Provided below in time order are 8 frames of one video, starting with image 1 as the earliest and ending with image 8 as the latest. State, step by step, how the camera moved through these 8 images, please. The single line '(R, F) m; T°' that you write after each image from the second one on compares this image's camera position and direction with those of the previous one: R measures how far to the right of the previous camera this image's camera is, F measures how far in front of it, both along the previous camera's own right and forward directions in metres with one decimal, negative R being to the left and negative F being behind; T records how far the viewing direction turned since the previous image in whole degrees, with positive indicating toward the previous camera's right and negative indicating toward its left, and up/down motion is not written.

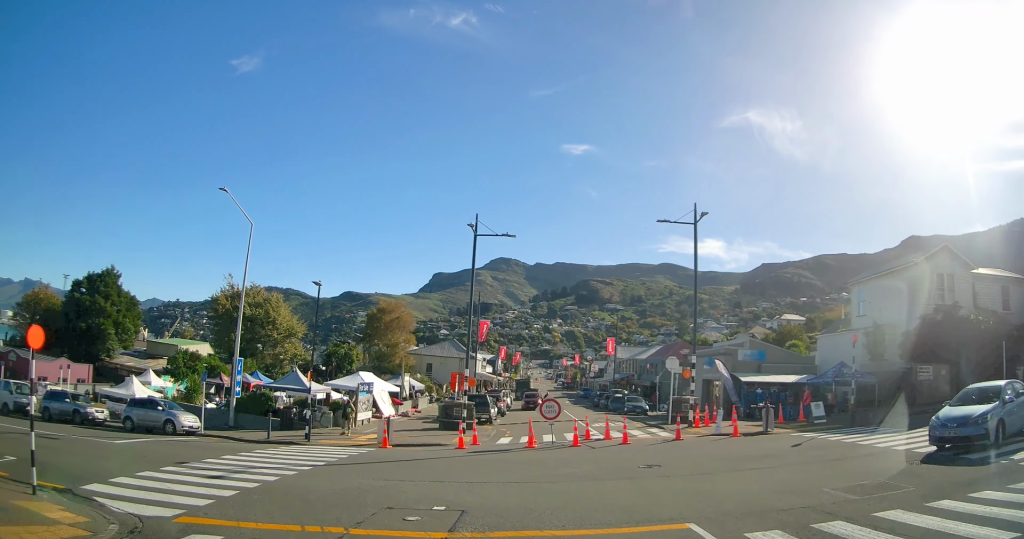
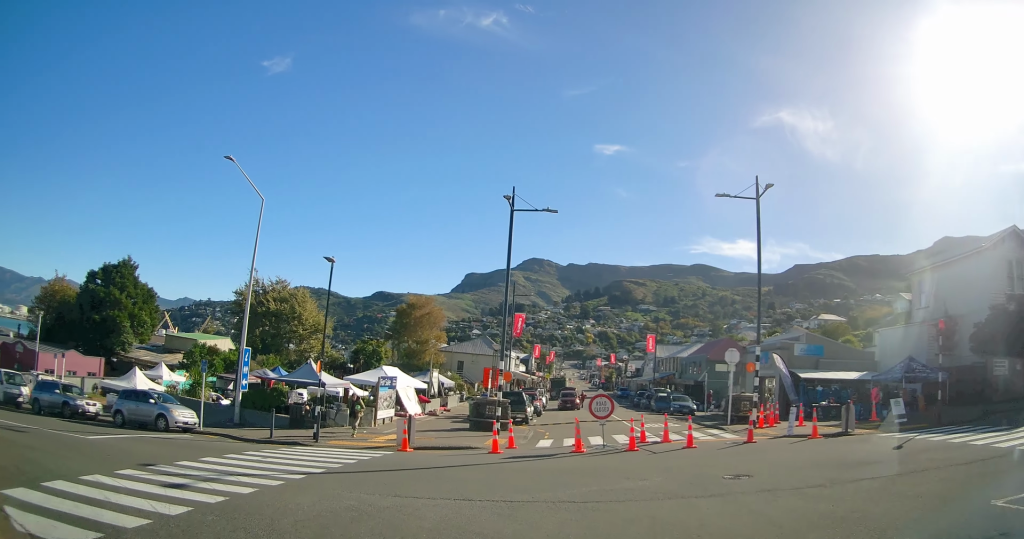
(-0.3, +2.7) m; -8°
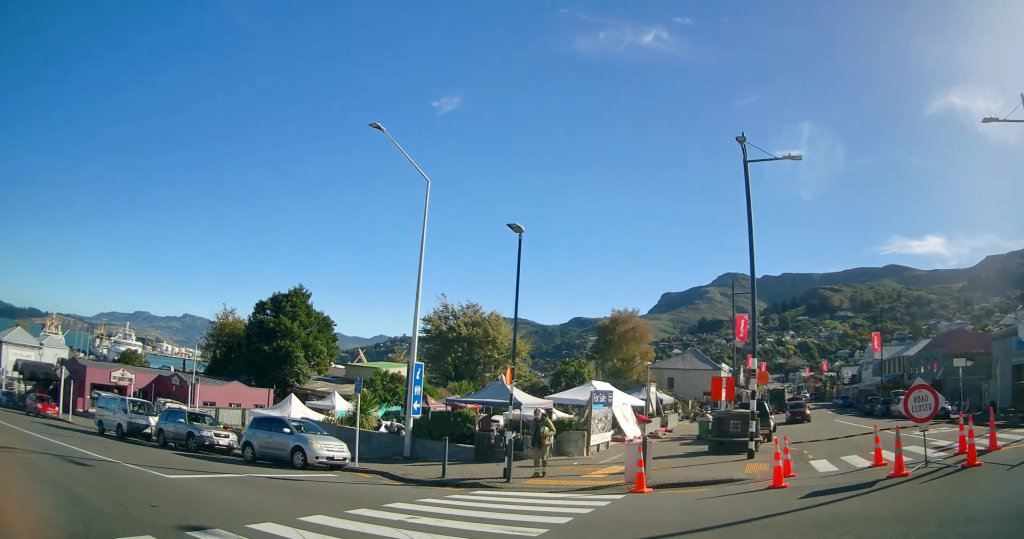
(-2.2, +5.9) m; -37°
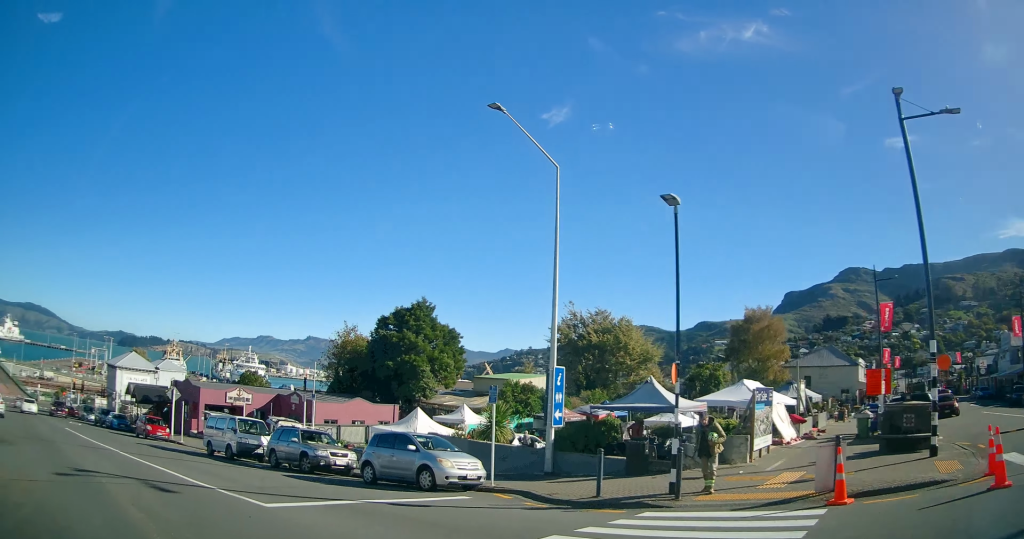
(-0.1, +2.1) m; -3°
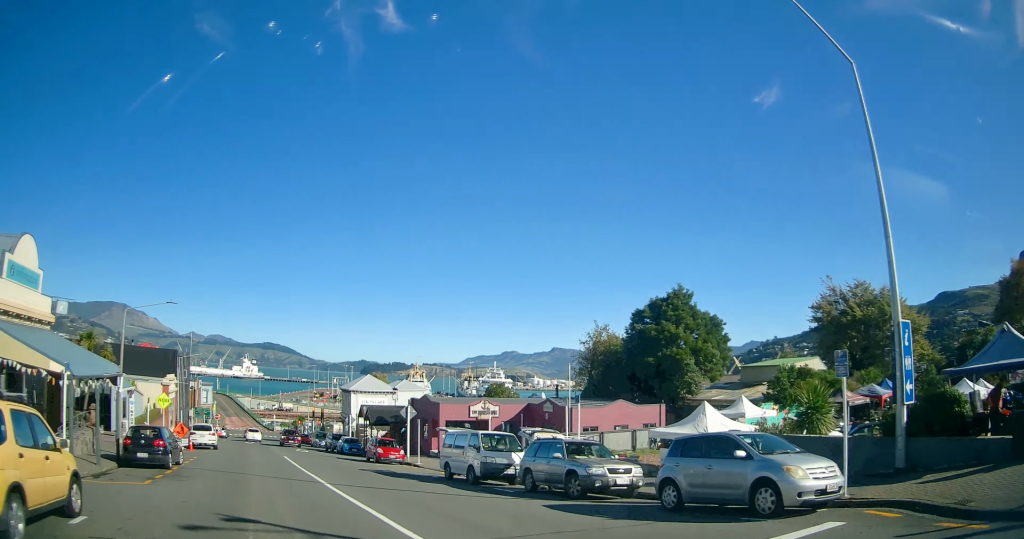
(-0.2, +5.1) m; -18°
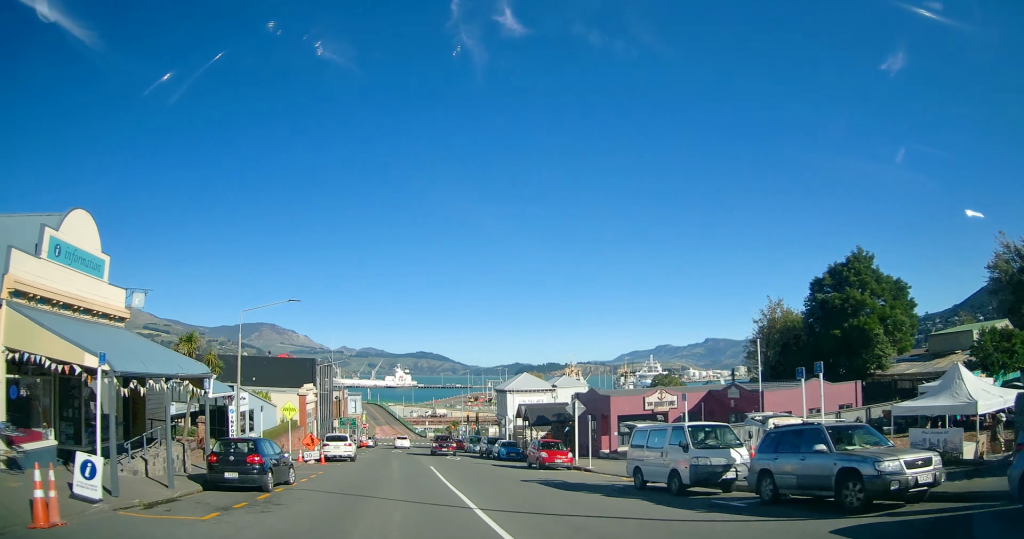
(-1.0, +4.8) m; -12°
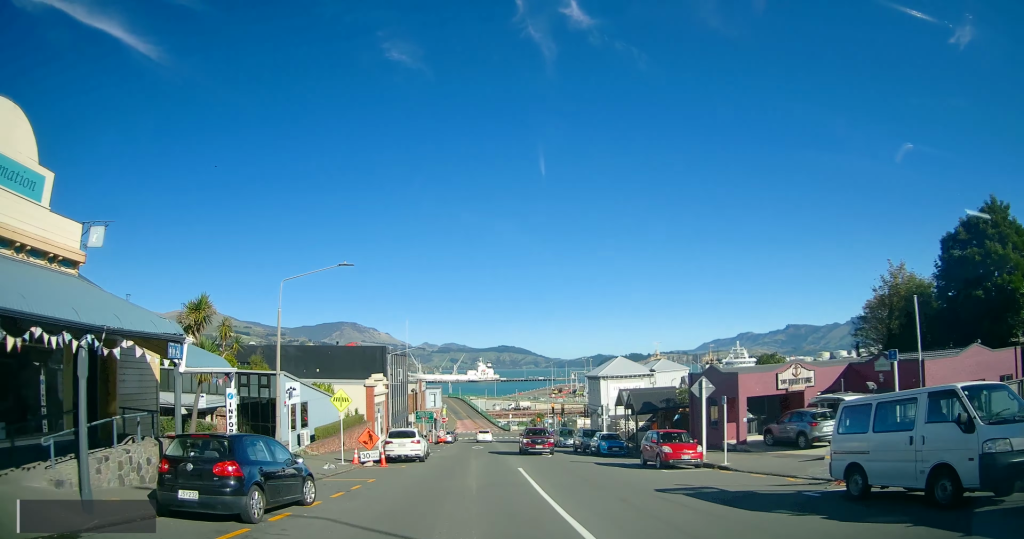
(-0.4, +5.9) m; -6°
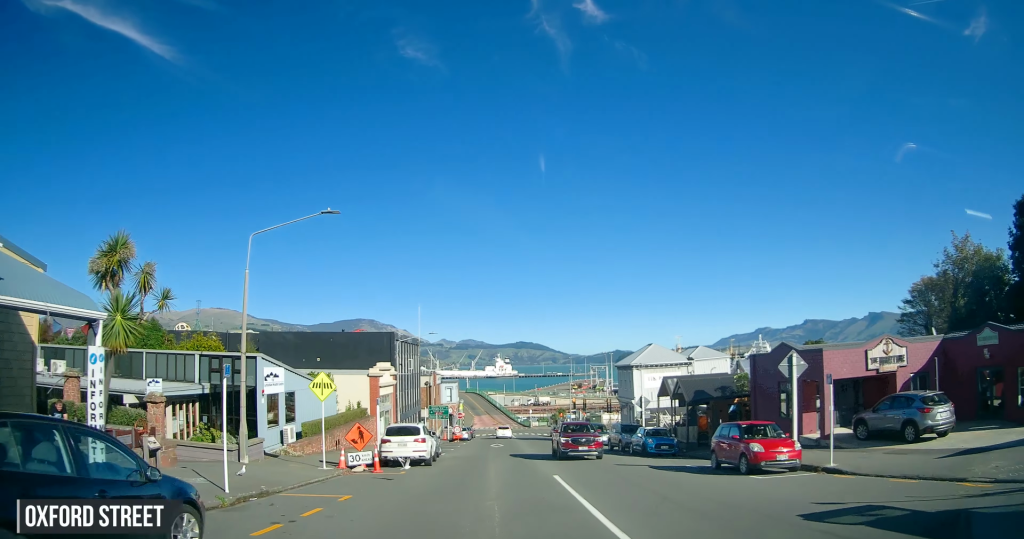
(-0.3, +5.2) m; -4°
